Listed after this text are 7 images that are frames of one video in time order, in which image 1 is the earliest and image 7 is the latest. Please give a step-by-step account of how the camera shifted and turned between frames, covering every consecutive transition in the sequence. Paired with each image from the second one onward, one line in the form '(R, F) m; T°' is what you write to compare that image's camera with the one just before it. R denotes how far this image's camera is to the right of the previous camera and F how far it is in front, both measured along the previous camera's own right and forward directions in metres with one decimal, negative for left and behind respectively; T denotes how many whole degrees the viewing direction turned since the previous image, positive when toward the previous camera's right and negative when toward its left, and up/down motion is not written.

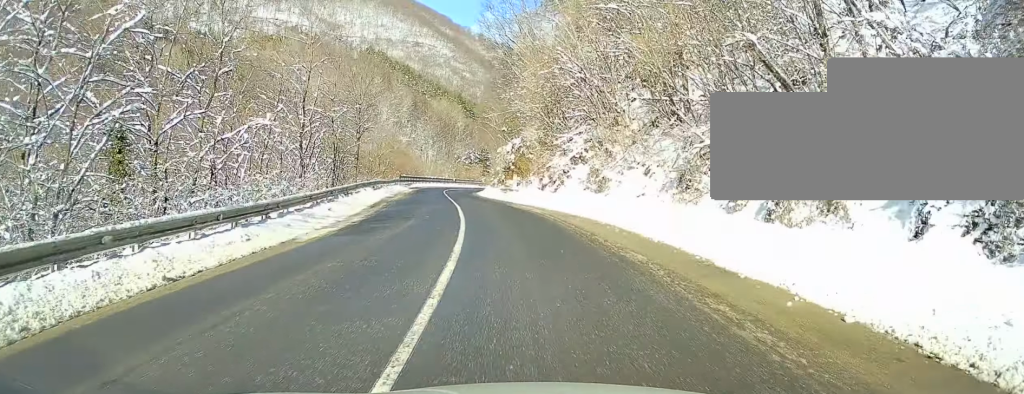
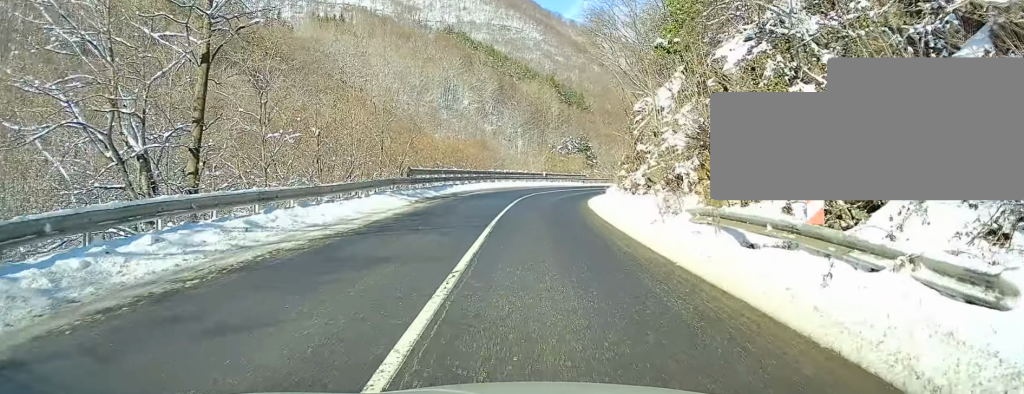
(-2.9, +38.7) m; -5°
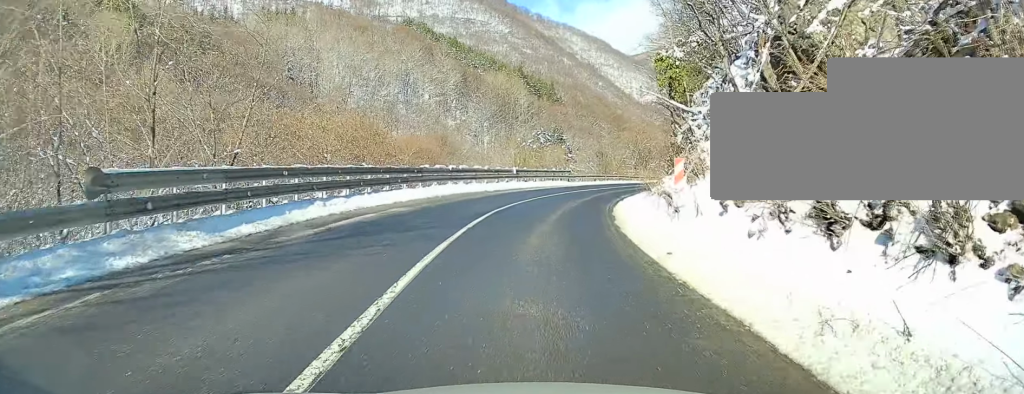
(+0.6, +20.1) m; +5°
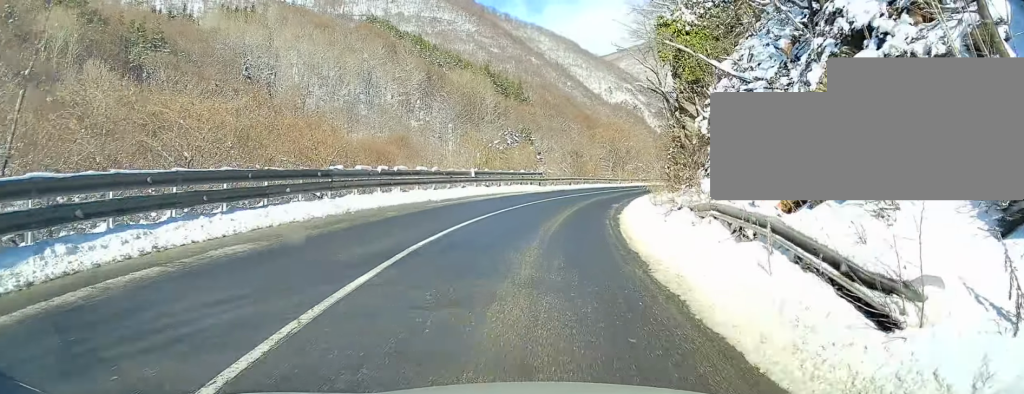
(+0.3, +9.0) m; +3°
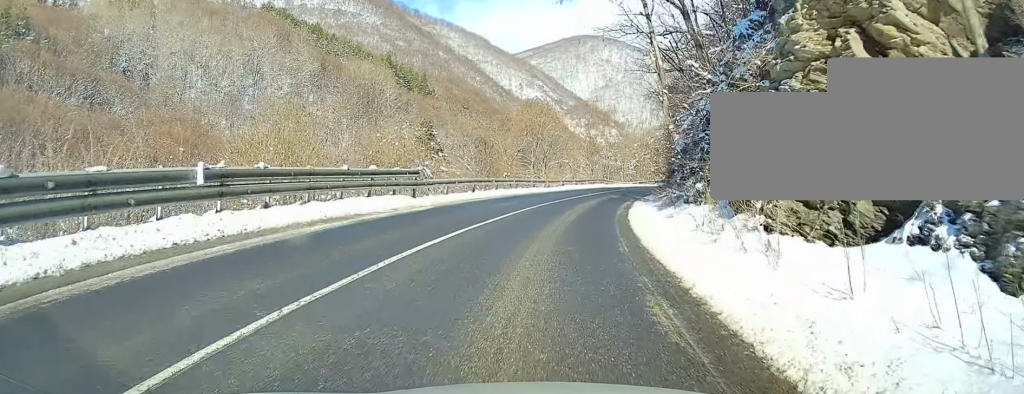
(+1.4, +21.7) m; +8°
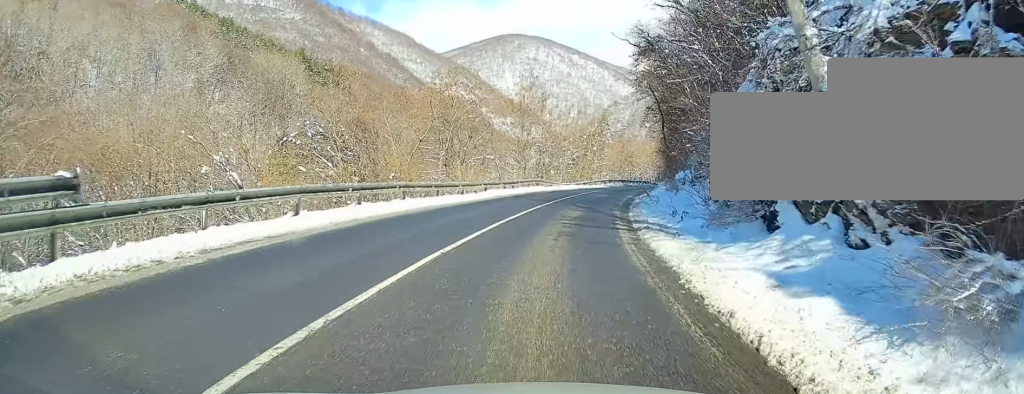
(+1.0, +16.3) m; +7°
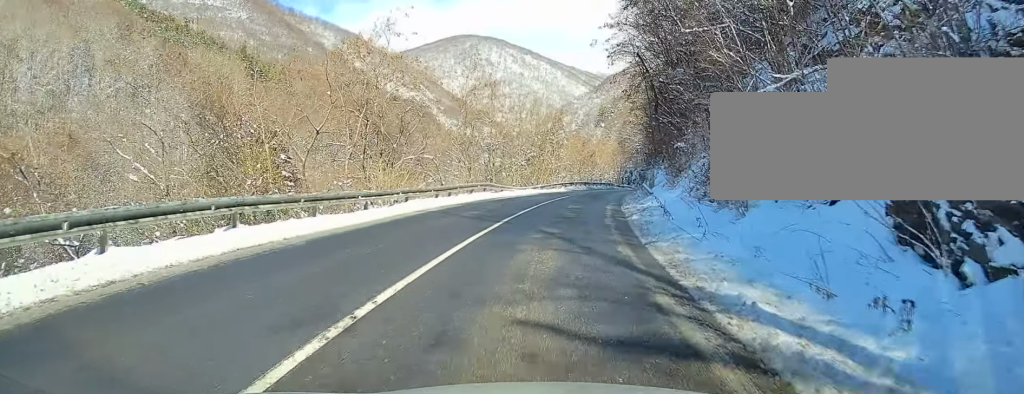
(+0.5, +10.1) m; +3°
